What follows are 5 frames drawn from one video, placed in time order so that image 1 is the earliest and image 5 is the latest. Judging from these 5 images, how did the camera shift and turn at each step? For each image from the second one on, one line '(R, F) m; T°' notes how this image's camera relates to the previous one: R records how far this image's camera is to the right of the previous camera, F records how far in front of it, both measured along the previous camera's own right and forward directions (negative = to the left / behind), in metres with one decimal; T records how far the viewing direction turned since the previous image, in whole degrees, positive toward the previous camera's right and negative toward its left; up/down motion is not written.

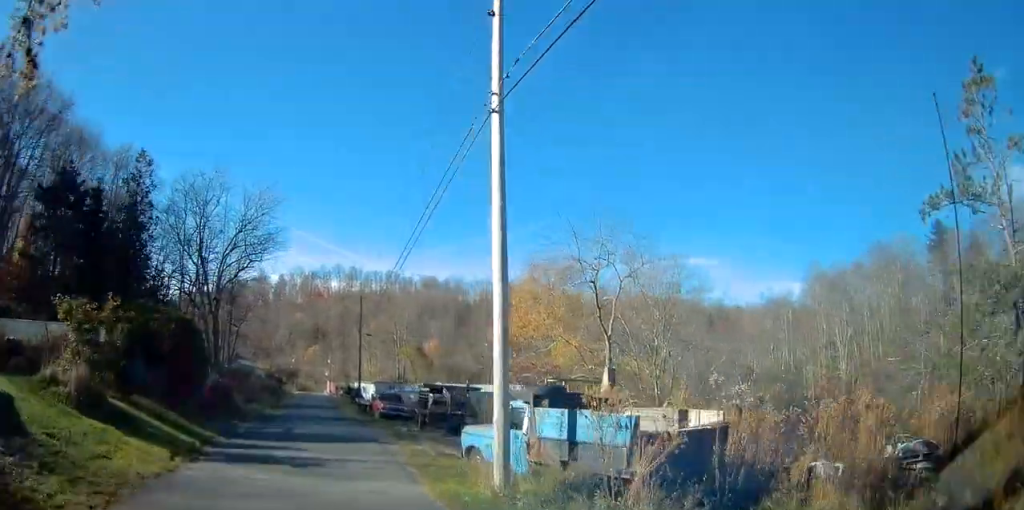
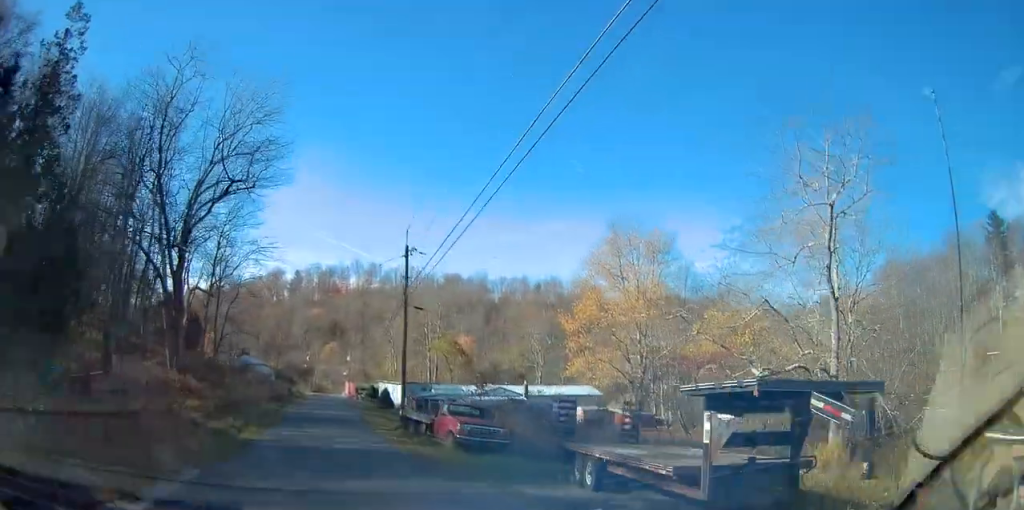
(-0.4, +16.6) m; -1°
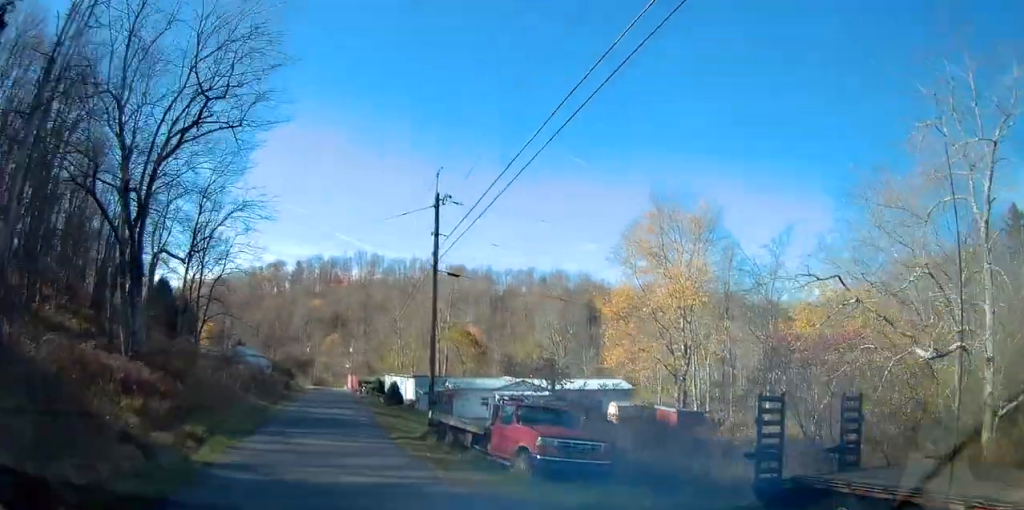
(+0.2, +7.2) m; 0°
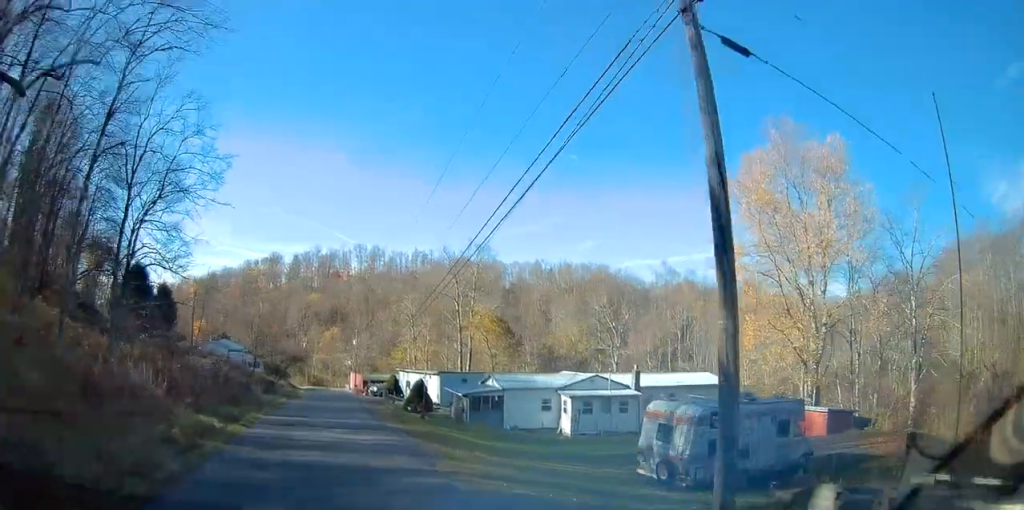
(-0.2, +15.9) m; -1°
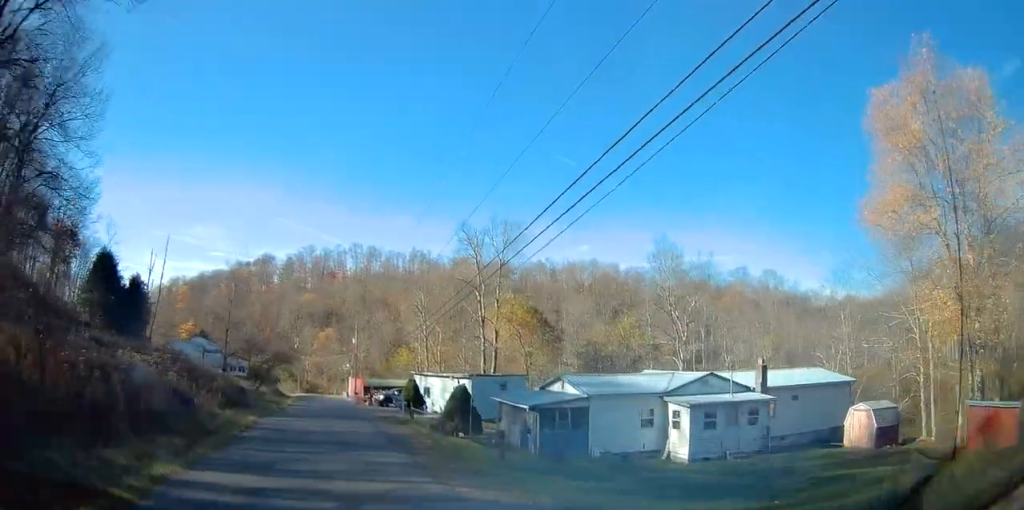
(0.0, +13.7) m; 0°
